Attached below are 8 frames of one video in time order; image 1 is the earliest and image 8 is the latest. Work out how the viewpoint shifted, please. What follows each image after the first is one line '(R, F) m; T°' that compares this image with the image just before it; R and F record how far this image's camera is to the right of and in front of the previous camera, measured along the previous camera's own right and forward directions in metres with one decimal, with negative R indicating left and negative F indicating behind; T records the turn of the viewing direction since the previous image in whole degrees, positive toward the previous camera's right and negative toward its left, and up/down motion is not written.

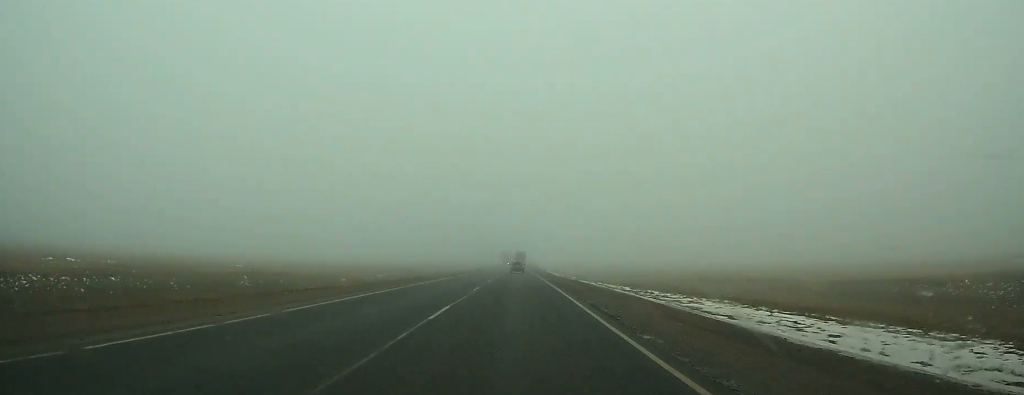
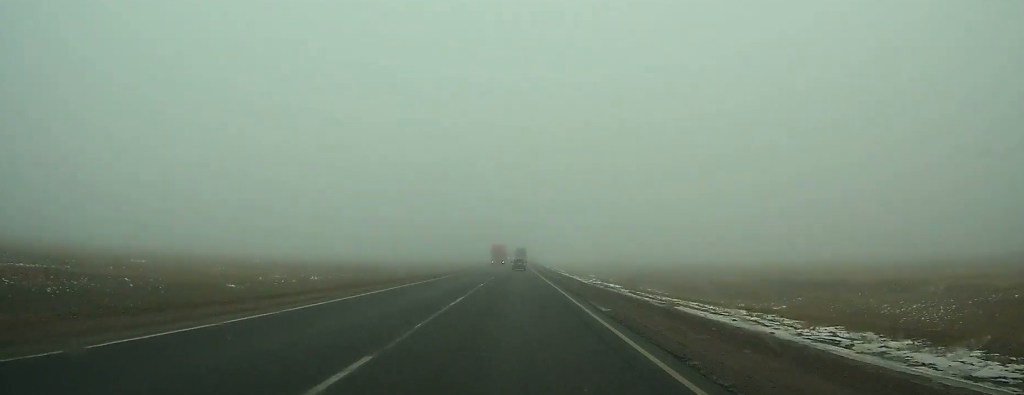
(0.0, +29.4) m; 0°
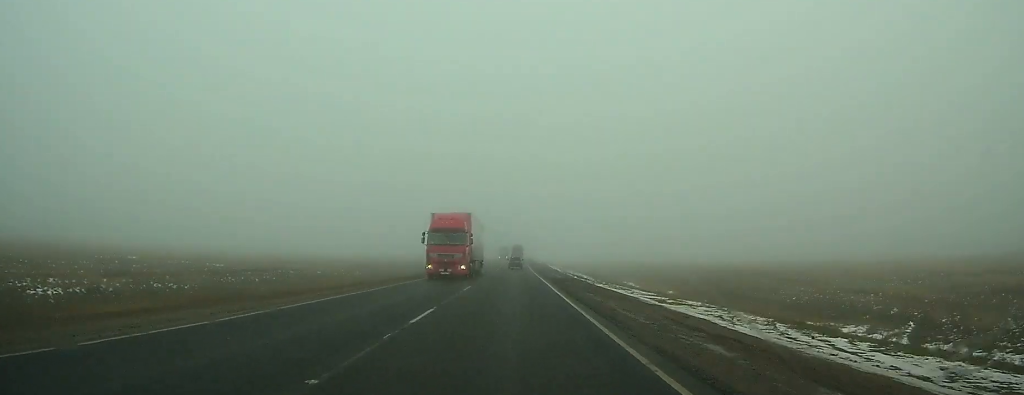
(0.0, +37.9) m; 0°
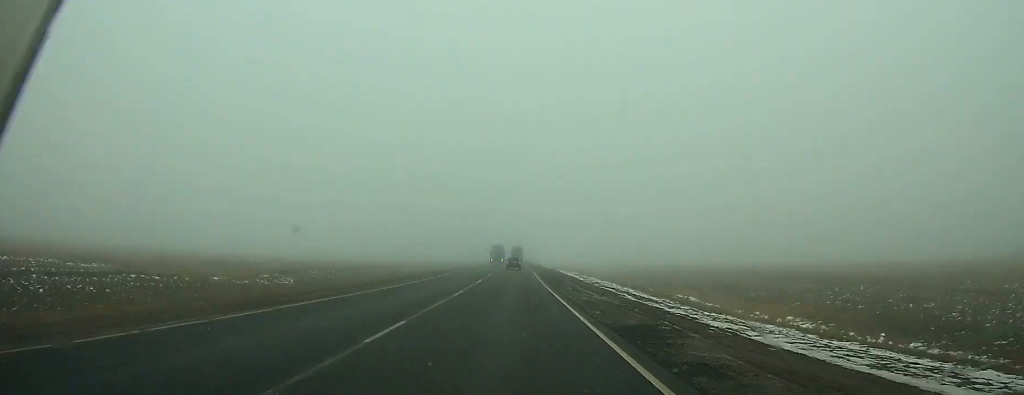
(0.0, +24.8) m; 0°
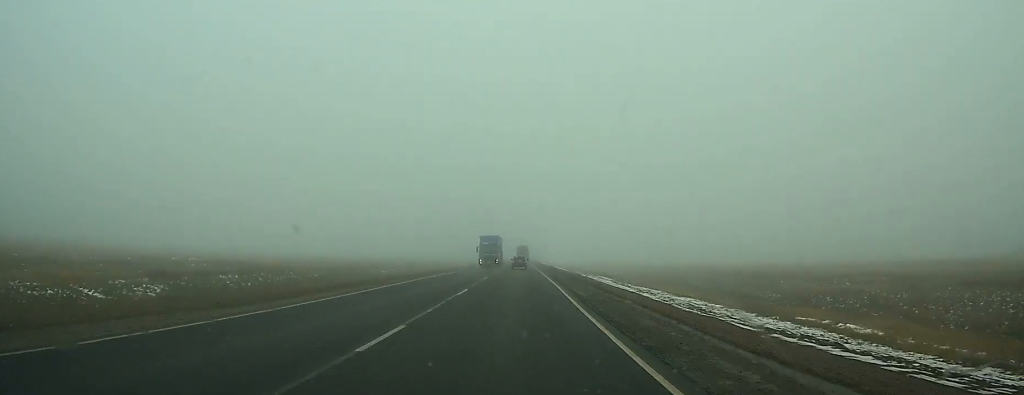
(-0.1, +23.8) m; 0°
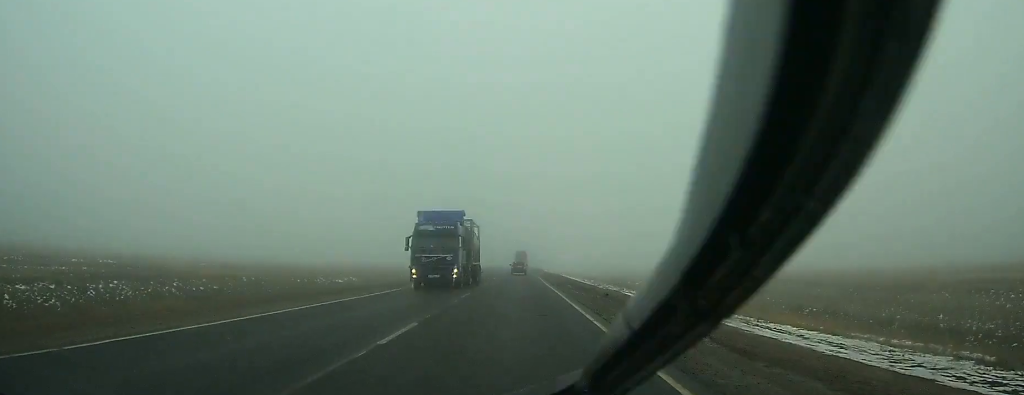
(-0.1, +22.1) m; 0°
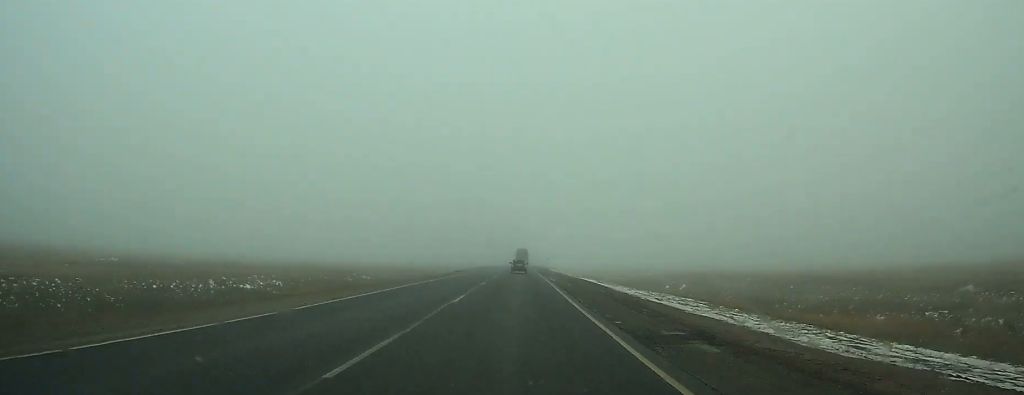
(+0.1, +25.8) m; 0°
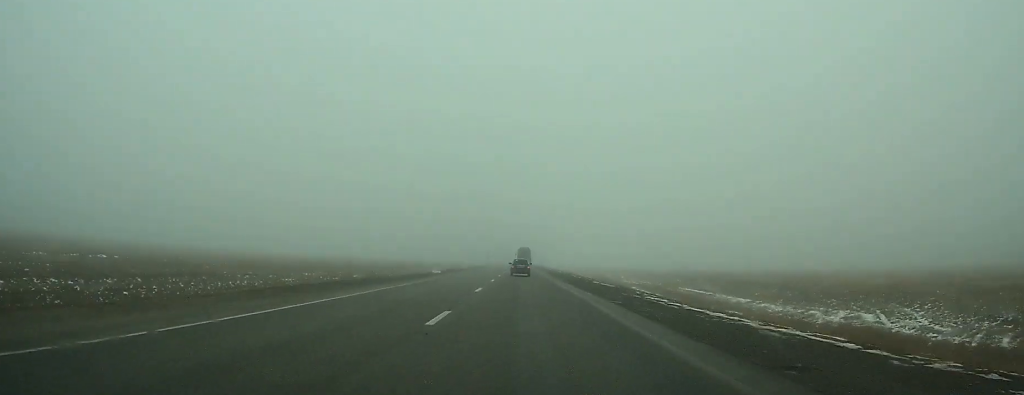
(-0.6, +138.9) m; 0°
